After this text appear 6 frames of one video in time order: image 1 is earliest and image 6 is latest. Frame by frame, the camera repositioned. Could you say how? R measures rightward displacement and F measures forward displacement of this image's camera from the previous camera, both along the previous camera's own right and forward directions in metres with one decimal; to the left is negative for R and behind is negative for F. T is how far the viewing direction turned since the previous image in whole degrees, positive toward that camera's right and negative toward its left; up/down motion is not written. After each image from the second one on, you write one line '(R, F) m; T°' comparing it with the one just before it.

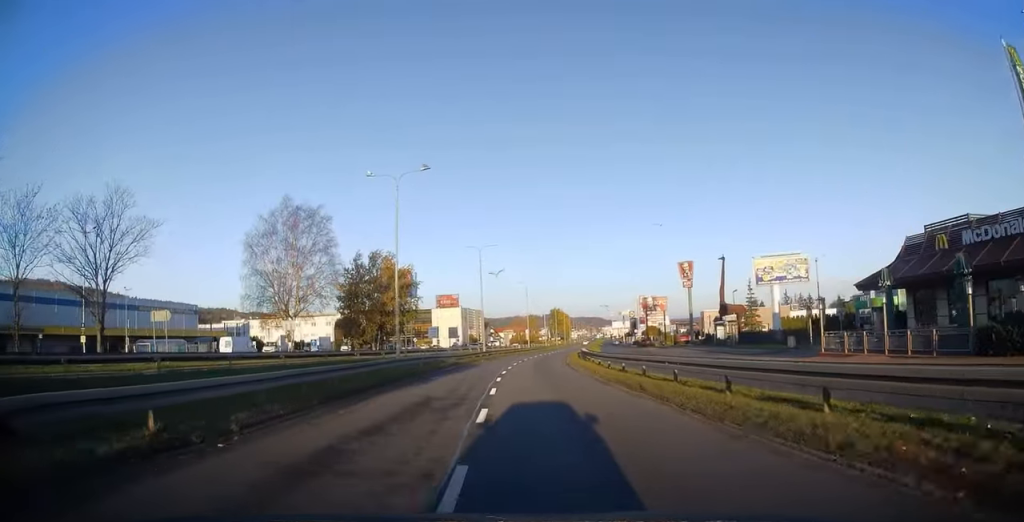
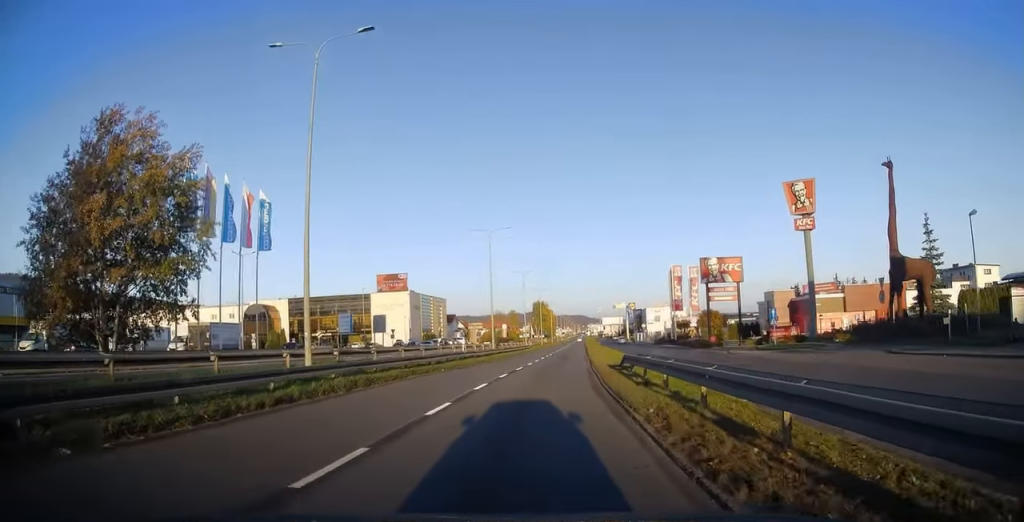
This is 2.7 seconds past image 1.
(+0.7, +45.5) m; +3°
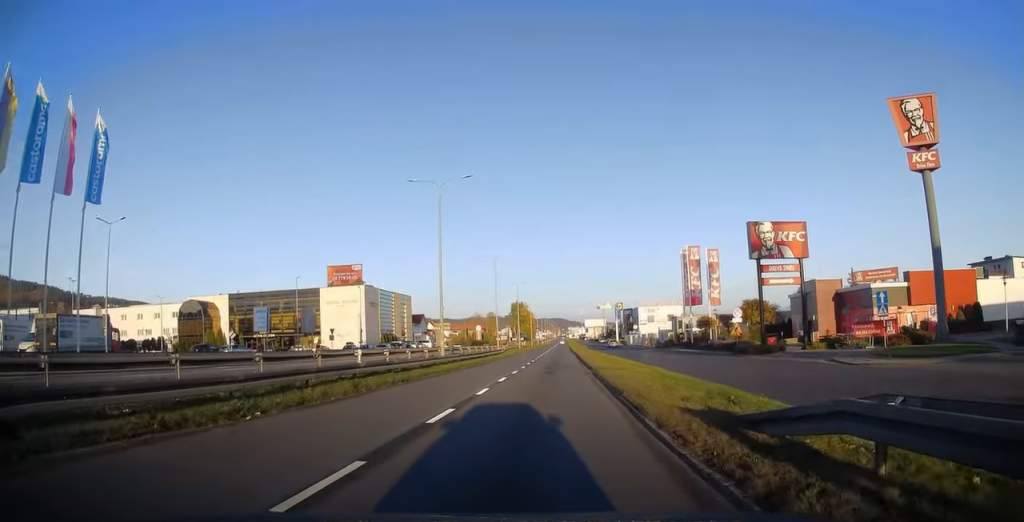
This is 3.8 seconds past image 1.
(+0.4, +18.2) m; +1°
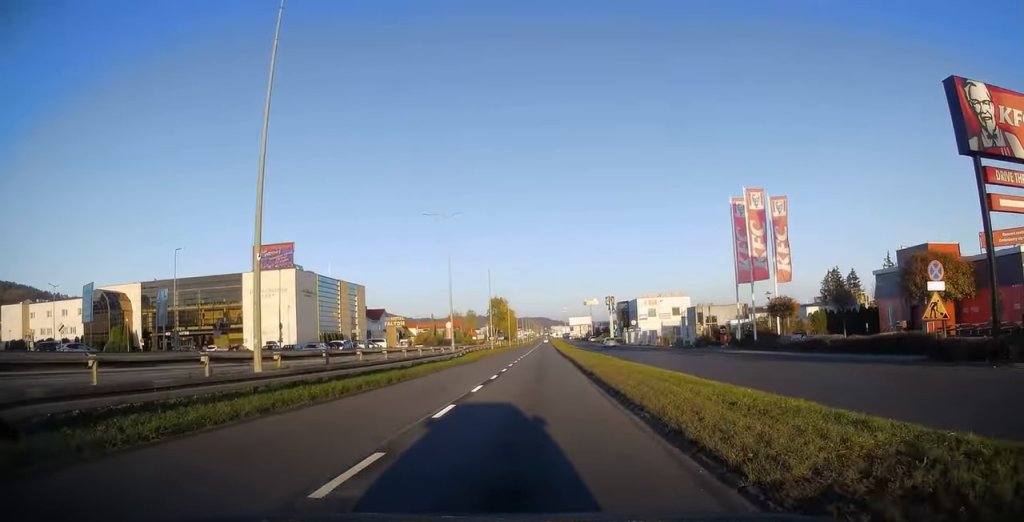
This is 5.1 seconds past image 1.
(+0.1, +22.6) m; +1°
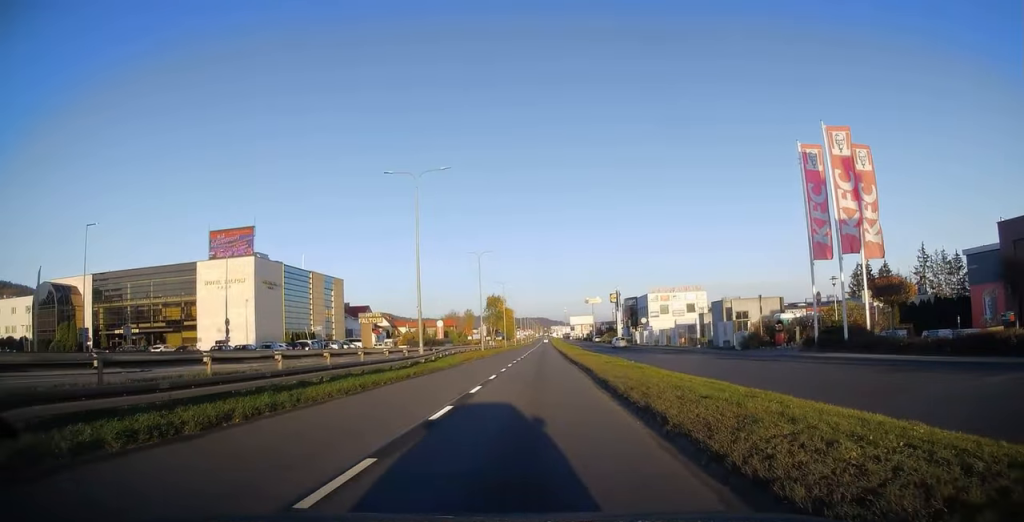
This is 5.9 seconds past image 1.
(+0.1, +12.0) m; +1°
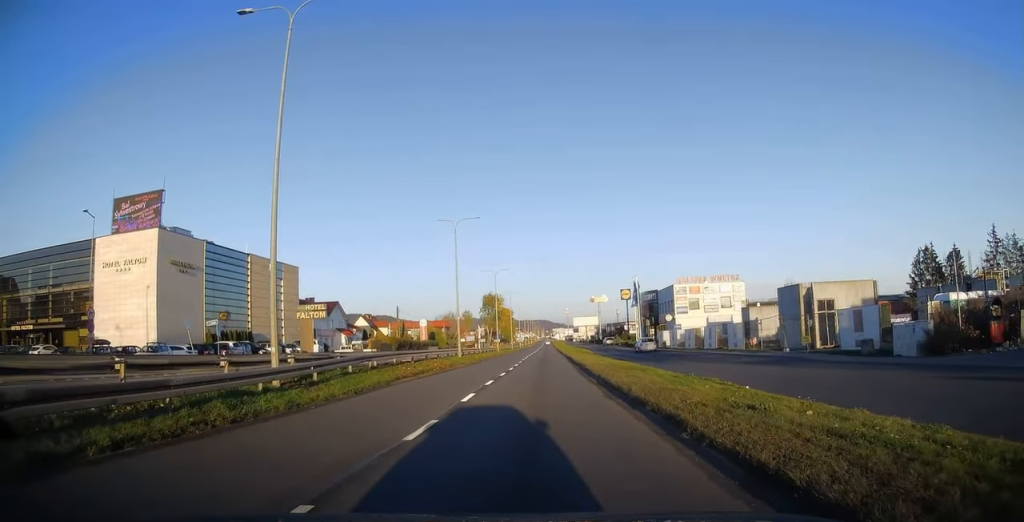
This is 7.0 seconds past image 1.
(0.0, +19.6) m; 0°
